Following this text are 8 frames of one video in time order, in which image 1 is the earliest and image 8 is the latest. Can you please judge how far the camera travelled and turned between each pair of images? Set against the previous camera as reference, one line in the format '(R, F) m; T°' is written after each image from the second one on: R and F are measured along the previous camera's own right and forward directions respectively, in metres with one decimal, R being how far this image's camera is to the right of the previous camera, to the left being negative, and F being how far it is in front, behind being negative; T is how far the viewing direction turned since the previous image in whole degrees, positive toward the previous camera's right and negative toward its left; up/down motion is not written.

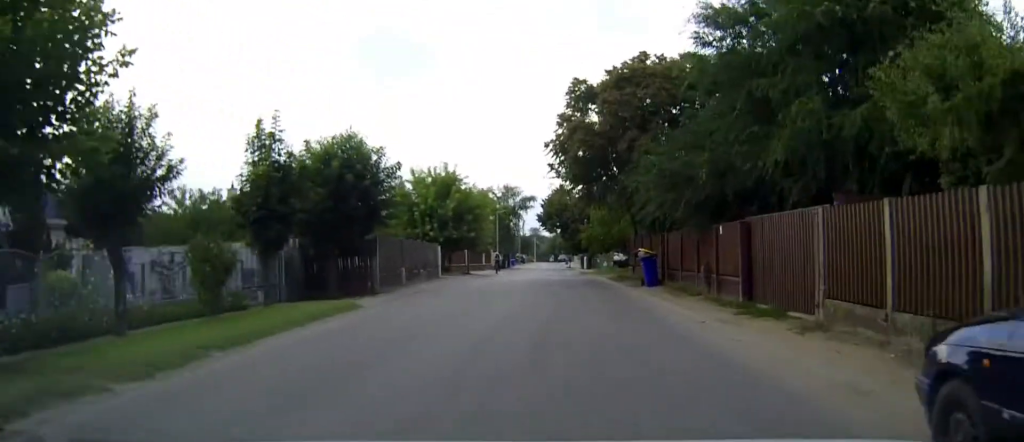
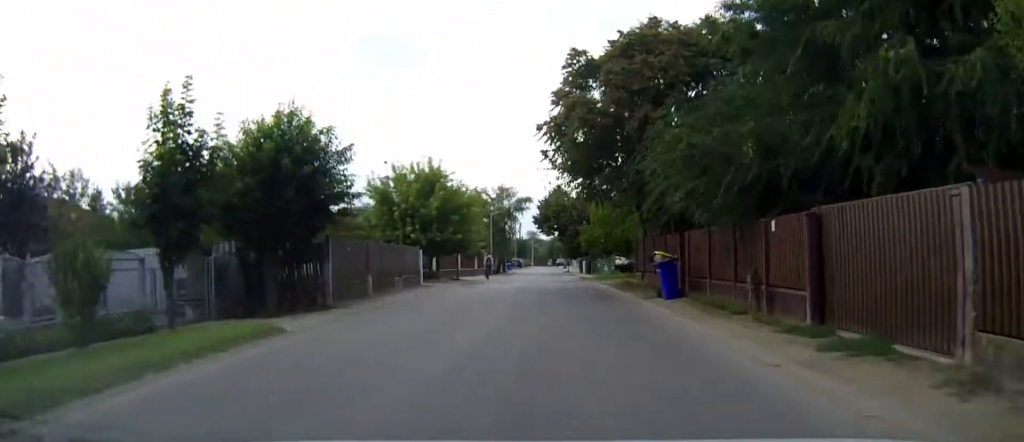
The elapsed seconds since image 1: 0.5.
(0.0, +4.6) m; 0°
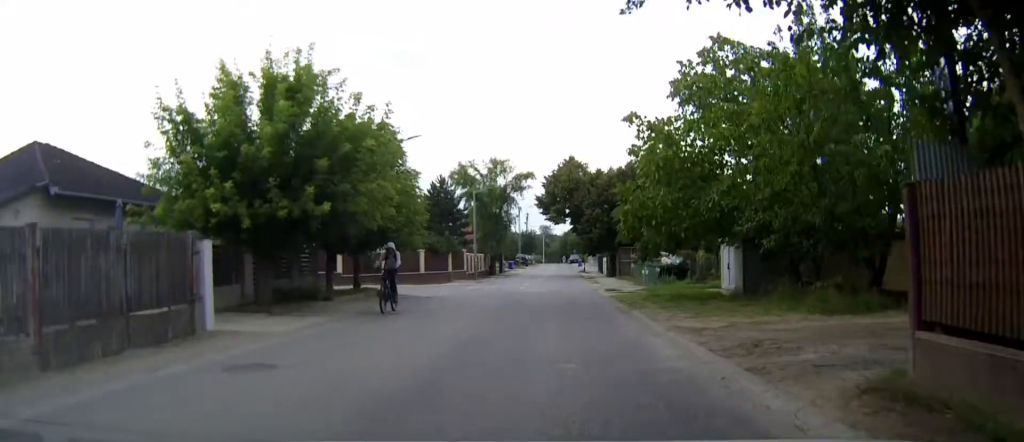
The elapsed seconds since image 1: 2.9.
(-0.1, +21.9) m; -1°
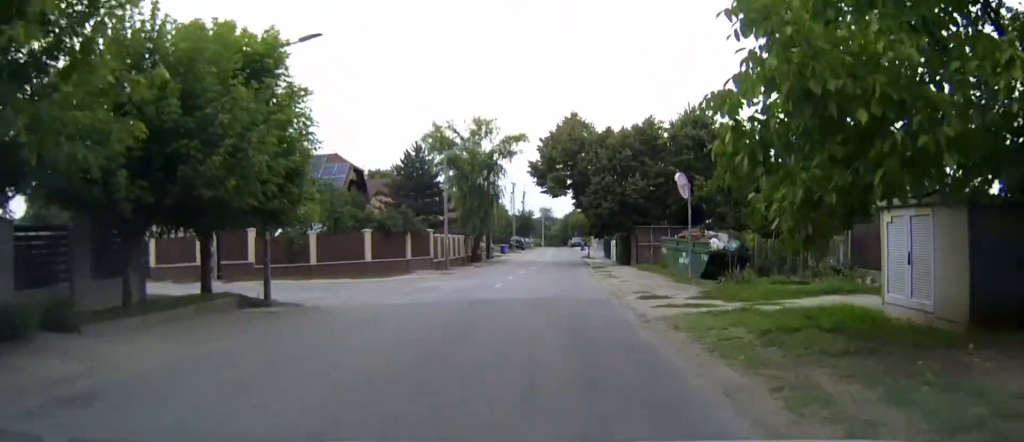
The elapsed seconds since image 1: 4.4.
(-0.1, +12.3) m; -1°
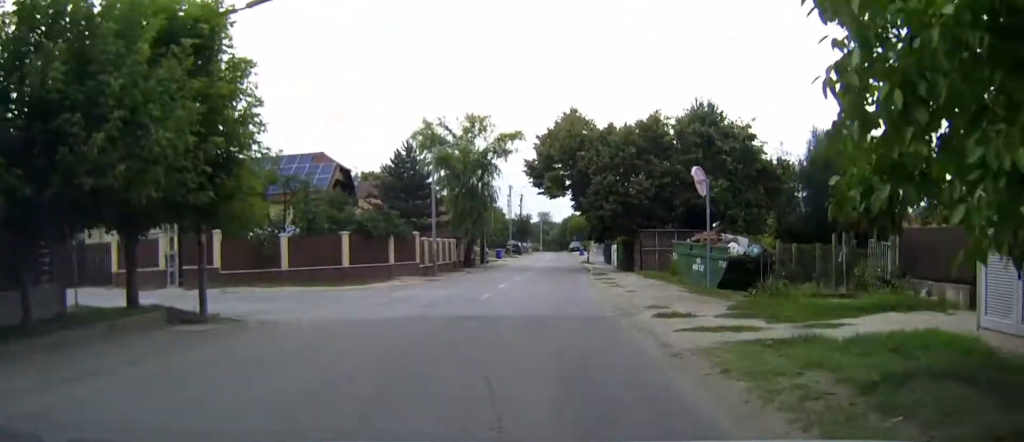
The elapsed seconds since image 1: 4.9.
(0.0, +3.1) m; 0°
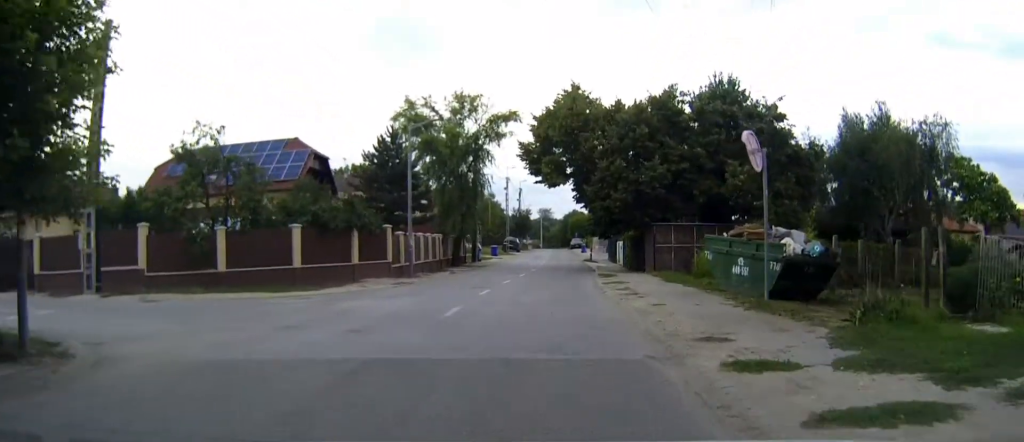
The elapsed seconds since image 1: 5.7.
(0.0, +5.9) m; -2°
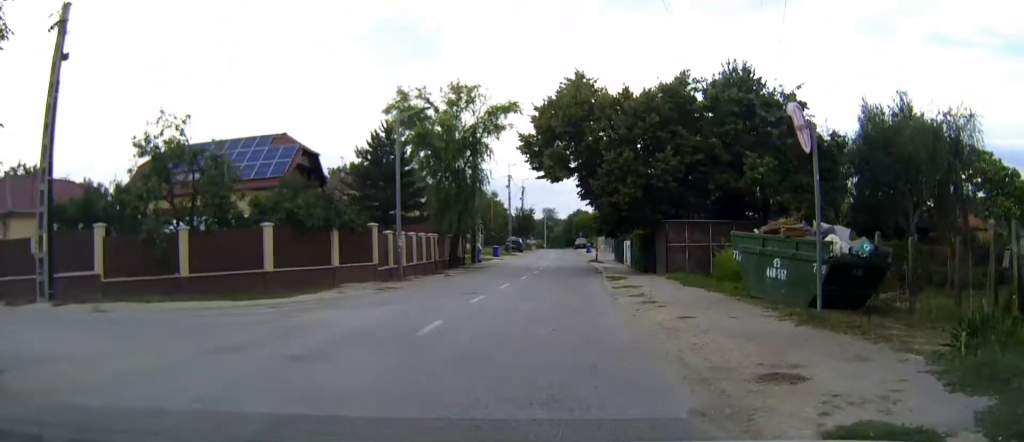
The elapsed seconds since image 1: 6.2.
(+0.1, +3.0) m; -2°
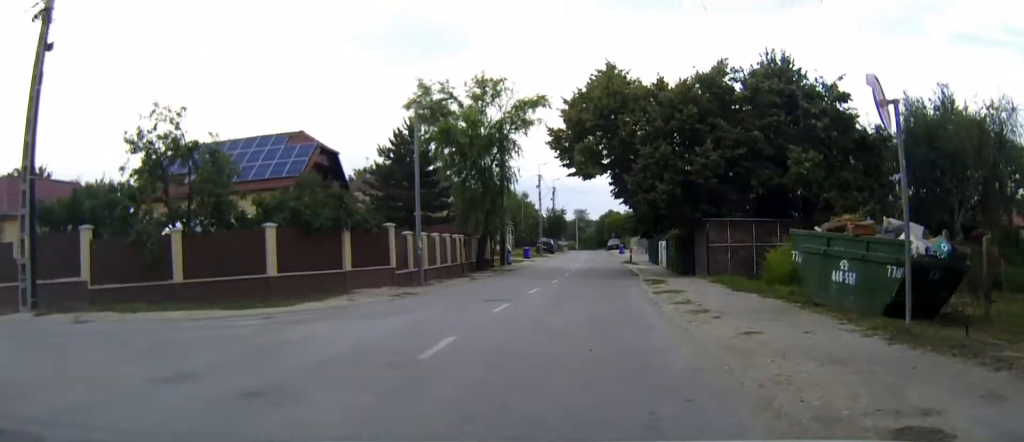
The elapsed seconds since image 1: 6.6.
(-0.1, +2.5) m; -4°
